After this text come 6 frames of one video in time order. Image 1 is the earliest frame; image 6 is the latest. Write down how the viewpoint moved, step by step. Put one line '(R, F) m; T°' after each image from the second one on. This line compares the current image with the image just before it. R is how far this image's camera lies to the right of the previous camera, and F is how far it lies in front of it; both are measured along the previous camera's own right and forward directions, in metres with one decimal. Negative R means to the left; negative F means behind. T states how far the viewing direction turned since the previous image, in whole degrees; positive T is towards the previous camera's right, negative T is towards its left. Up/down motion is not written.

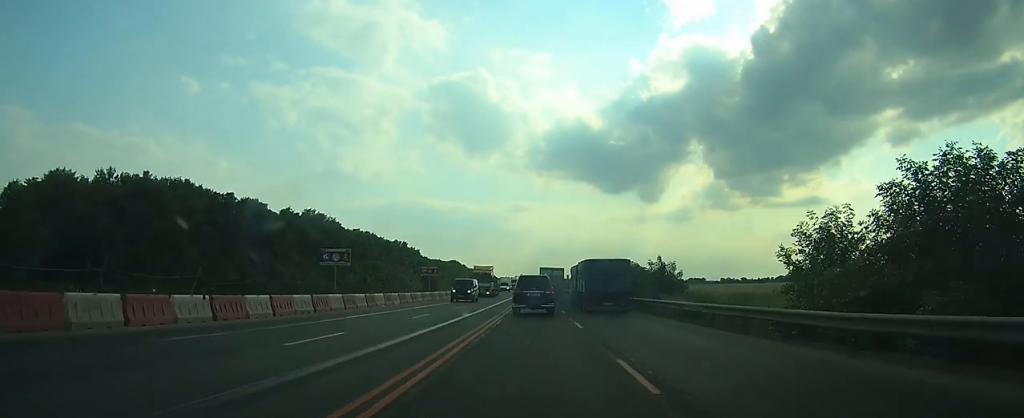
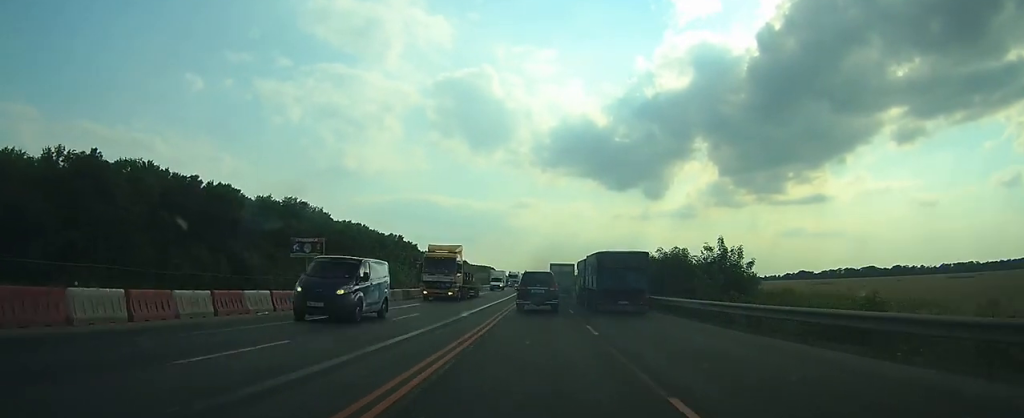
(-0.1, +15.6) m; 0°
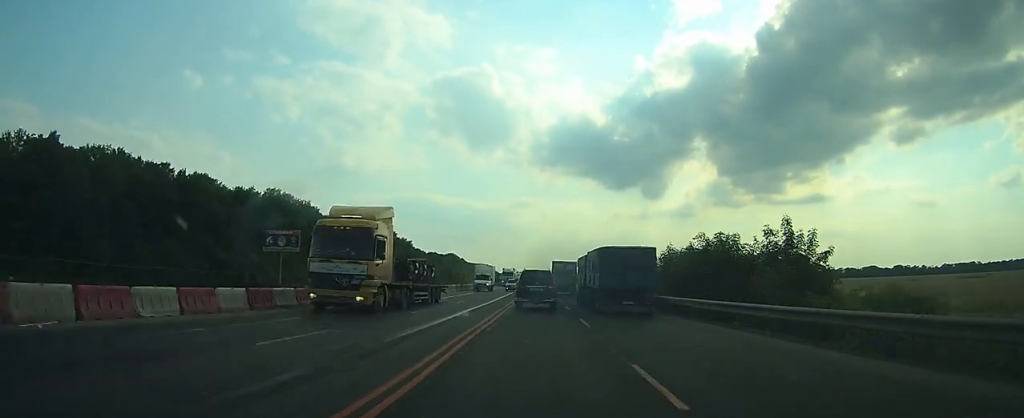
(0.0, +9.3) m; 0°
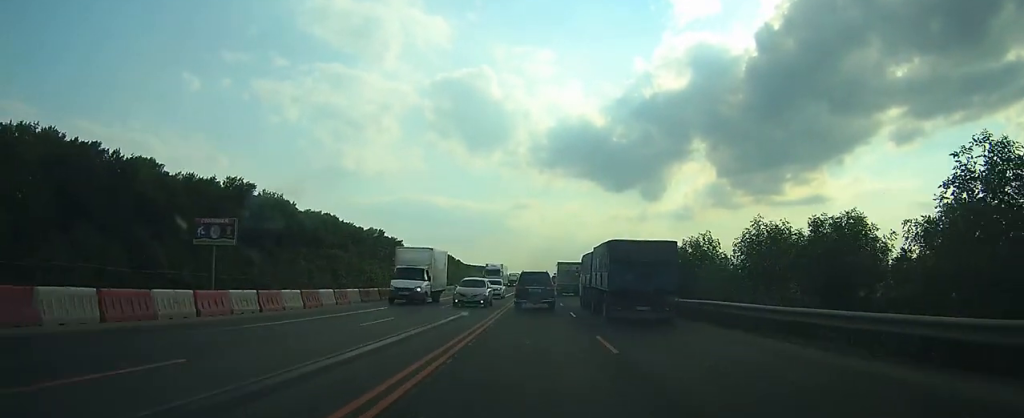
(0.0, +18.7) m; 0°
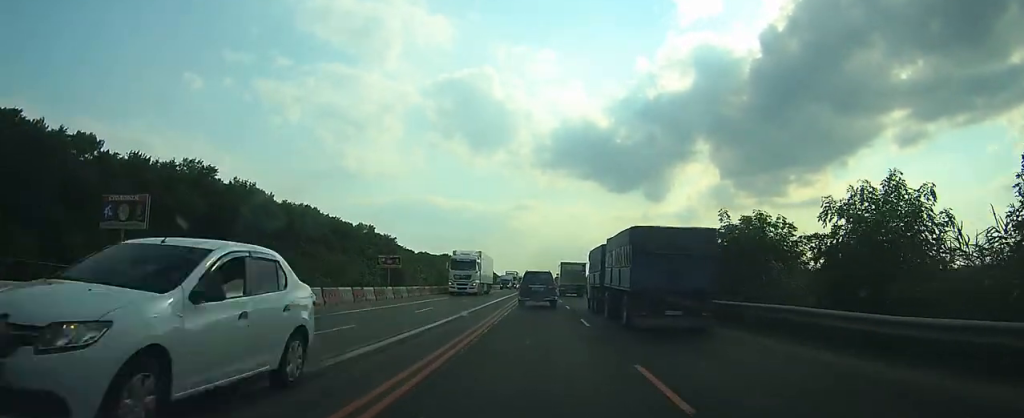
(0.0, +17.5) m; 0°
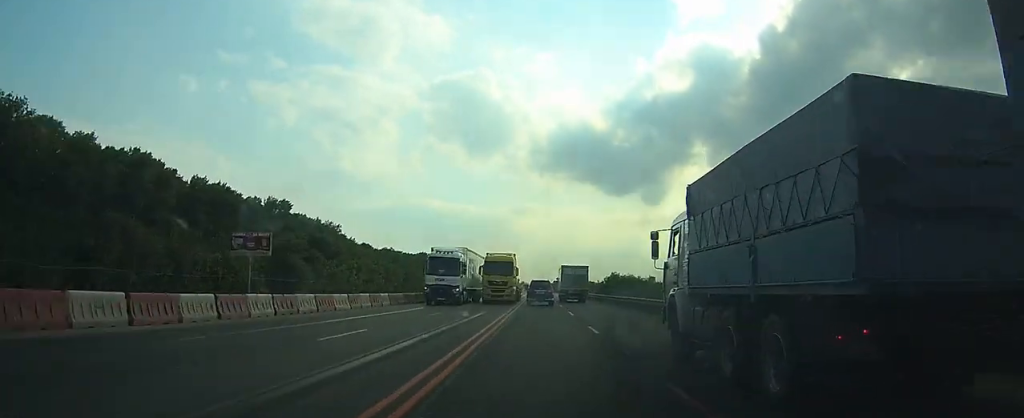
(-0.1, +70.7) m; 0°
